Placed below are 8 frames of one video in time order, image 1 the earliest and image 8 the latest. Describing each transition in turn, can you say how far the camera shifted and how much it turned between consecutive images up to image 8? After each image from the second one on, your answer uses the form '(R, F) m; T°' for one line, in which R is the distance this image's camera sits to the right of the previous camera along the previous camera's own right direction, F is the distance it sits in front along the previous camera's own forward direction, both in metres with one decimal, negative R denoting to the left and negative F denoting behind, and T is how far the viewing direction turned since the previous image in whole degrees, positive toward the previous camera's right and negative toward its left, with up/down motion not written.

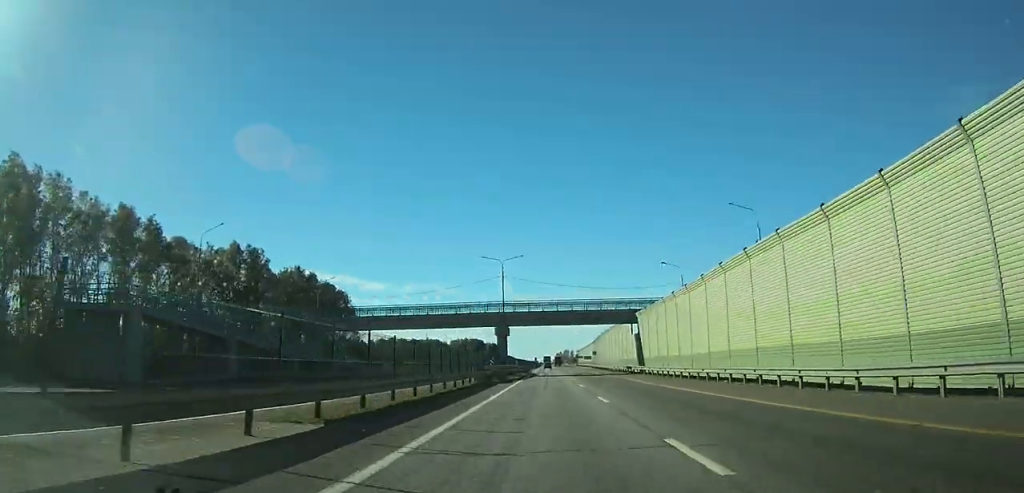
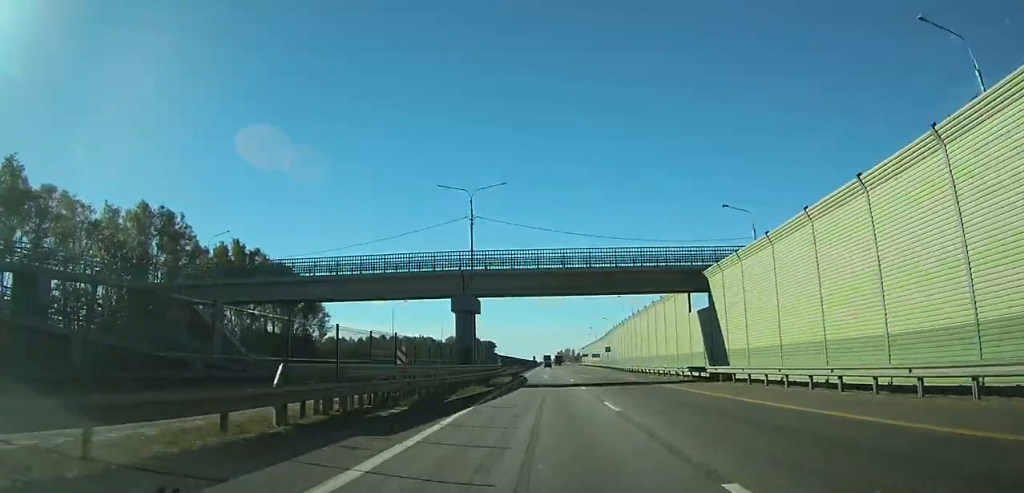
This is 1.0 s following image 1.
(-0.1, +27.4) m; 0°
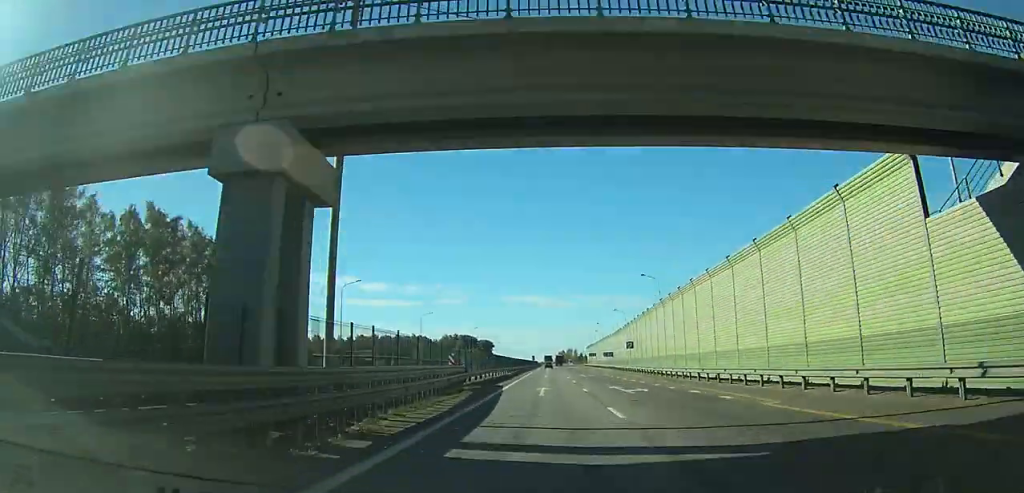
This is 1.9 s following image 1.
(0.0, +25.6) m; 0°
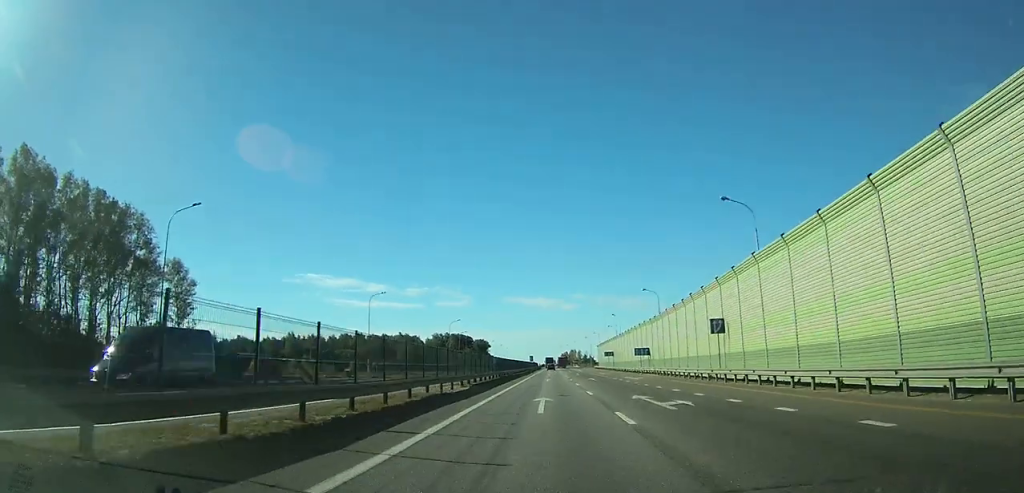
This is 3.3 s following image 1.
(0.0, +36.8) m; 0°
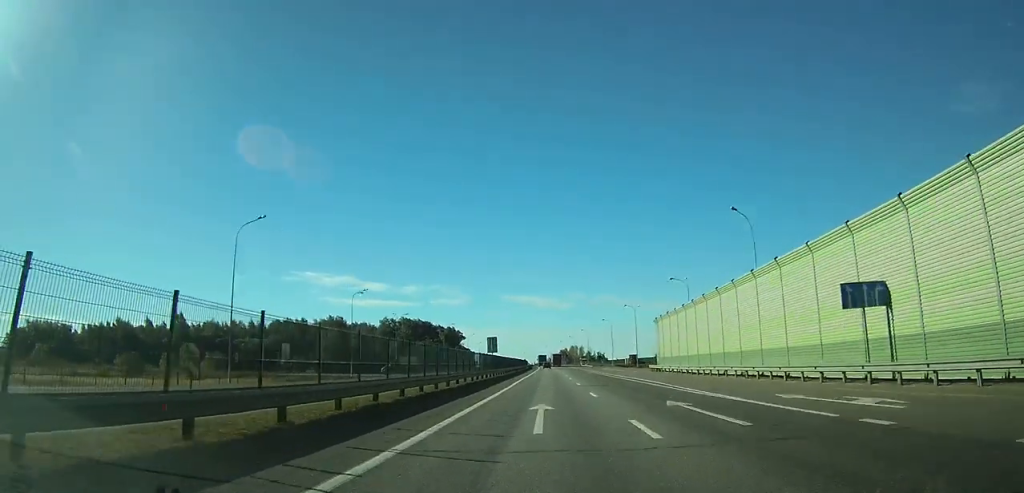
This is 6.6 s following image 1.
(0.0, +93.4) m; 0°
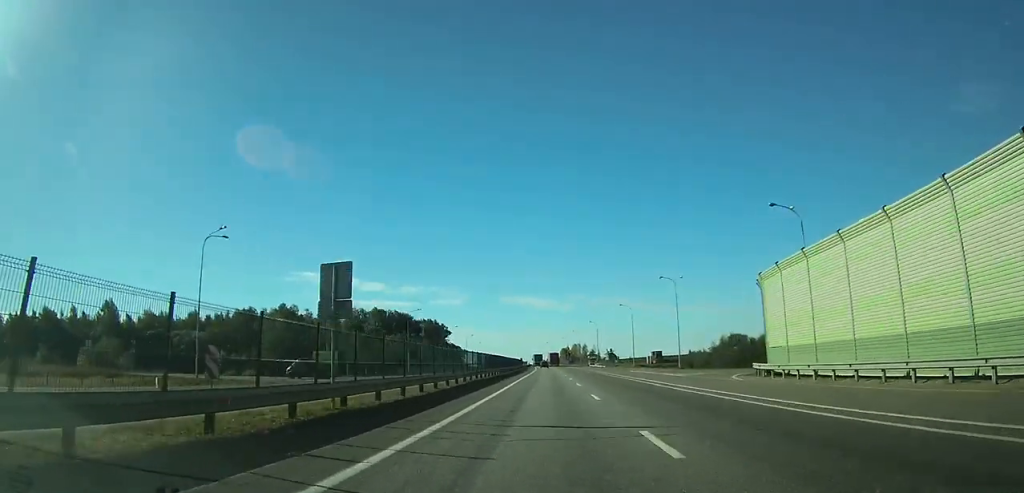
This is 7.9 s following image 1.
(0.0, +37.8) m; 0°
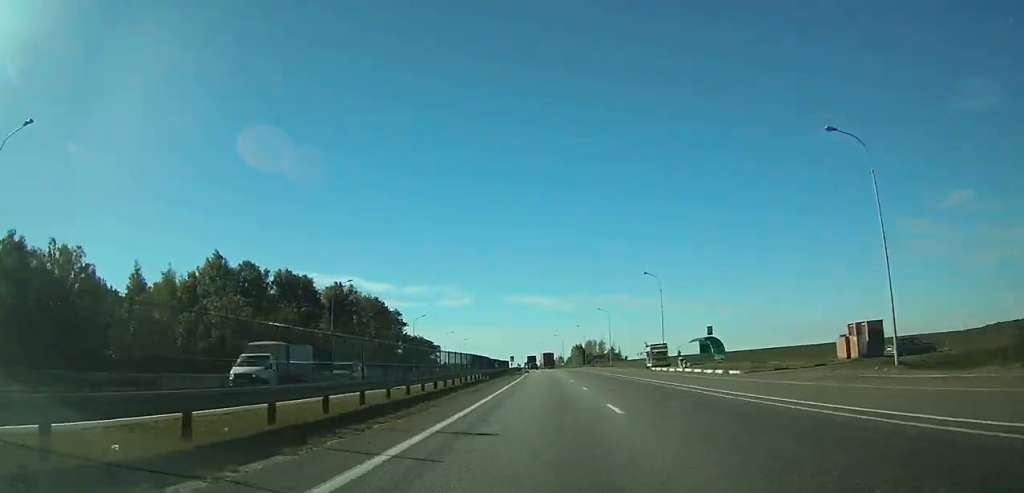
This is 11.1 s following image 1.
(-0.1, +89.5) m; 0°
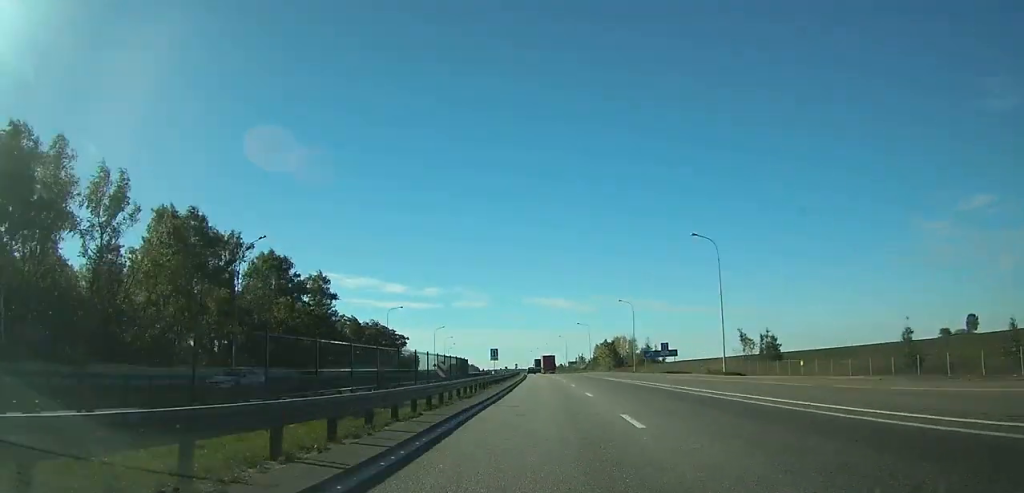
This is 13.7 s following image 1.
(-0.8, +74.7) m; -2°
